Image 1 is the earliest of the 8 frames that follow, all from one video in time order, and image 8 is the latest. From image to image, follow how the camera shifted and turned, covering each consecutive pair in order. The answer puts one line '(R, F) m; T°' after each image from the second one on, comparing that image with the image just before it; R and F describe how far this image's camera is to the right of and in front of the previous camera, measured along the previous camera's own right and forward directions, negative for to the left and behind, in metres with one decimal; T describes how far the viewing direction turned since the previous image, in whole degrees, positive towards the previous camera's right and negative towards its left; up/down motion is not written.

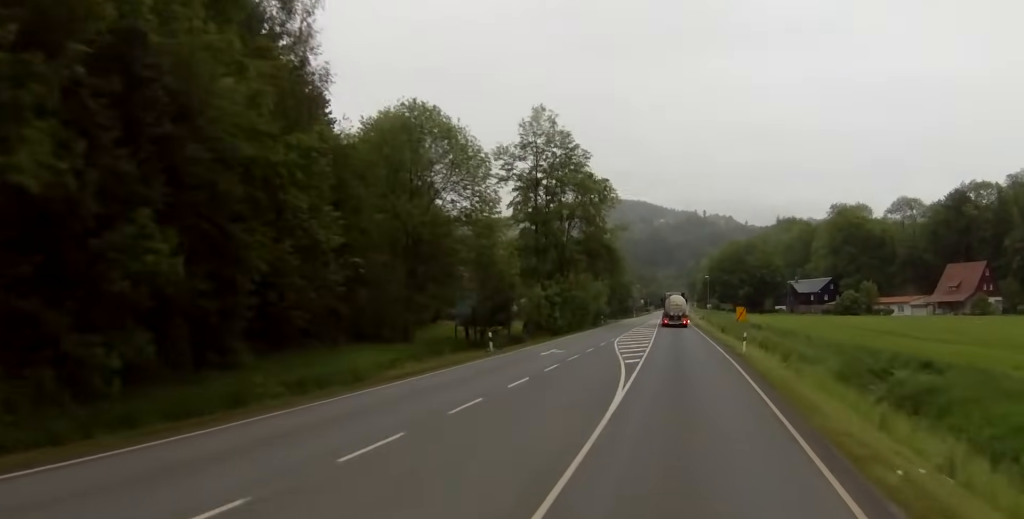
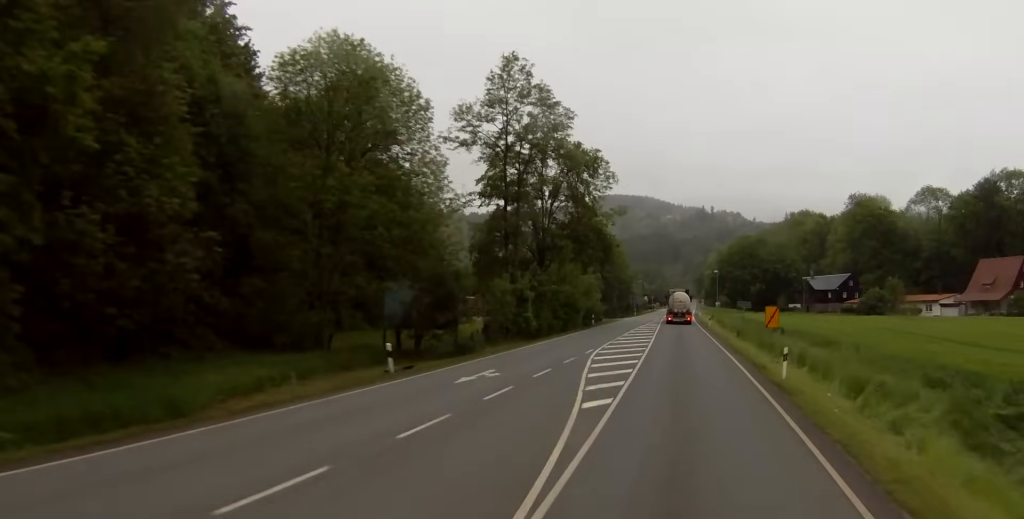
(0.0, +16.3) m; 0°
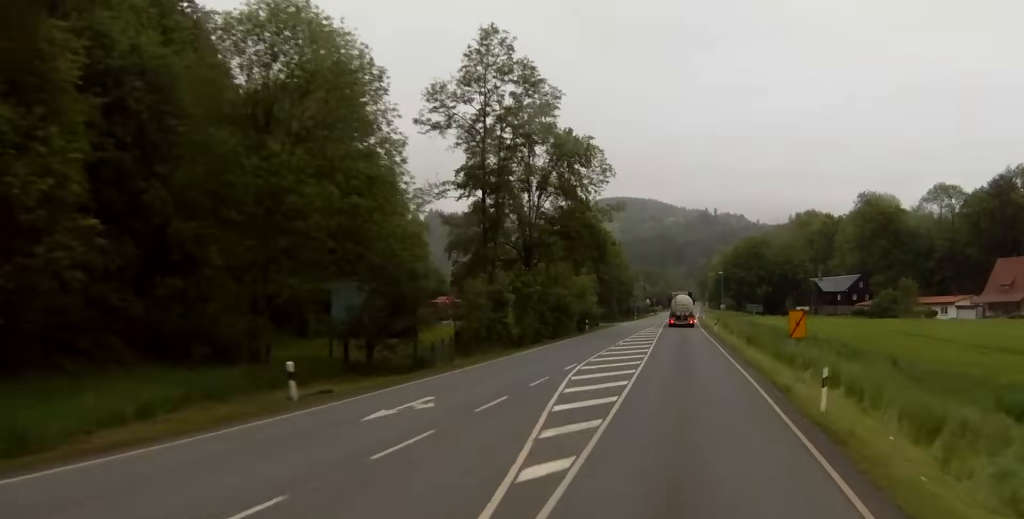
(0.0, +8.1) m; 0°
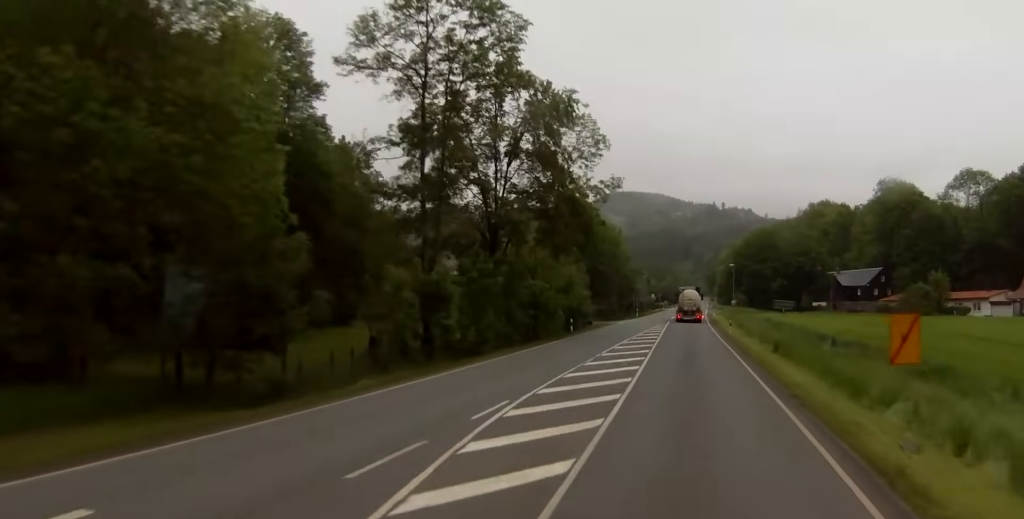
(0.0, +16.6) m; 0°
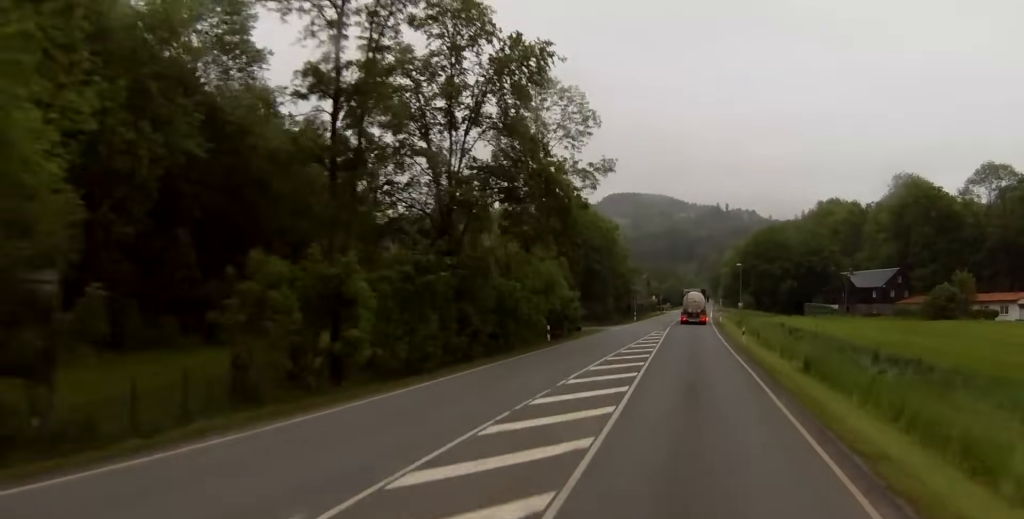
(0.0, +12.8) m; -1°
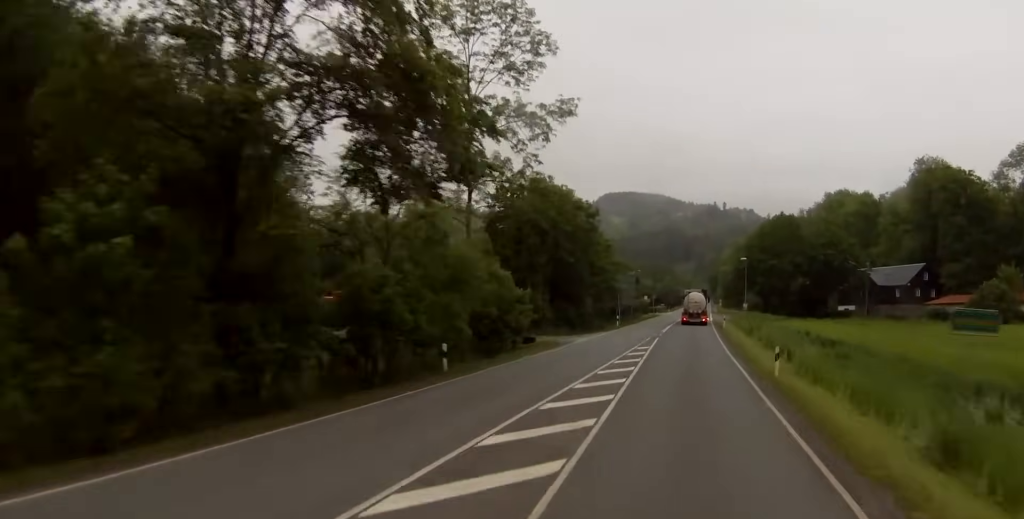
(-0.4, +22.5) m; -1°
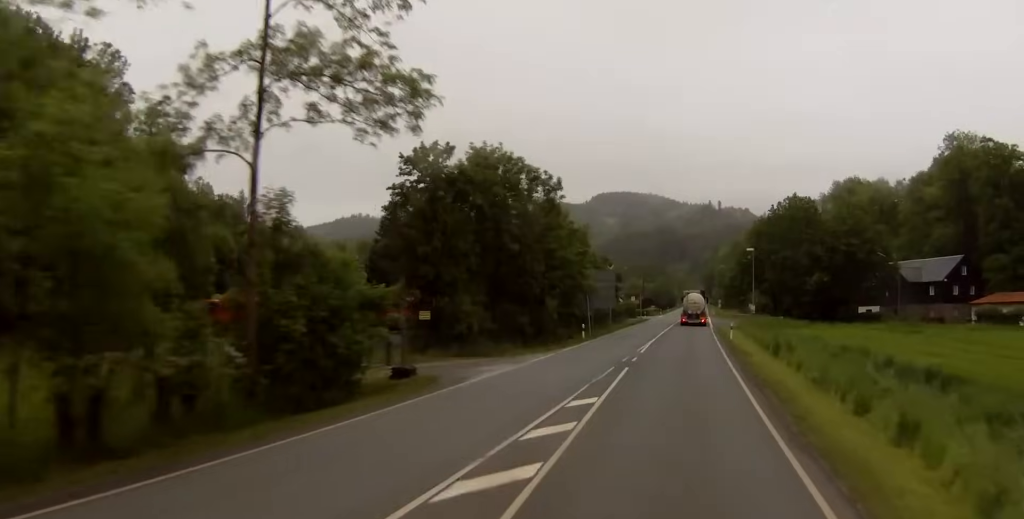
(+0.3, +23.4) m; 0°
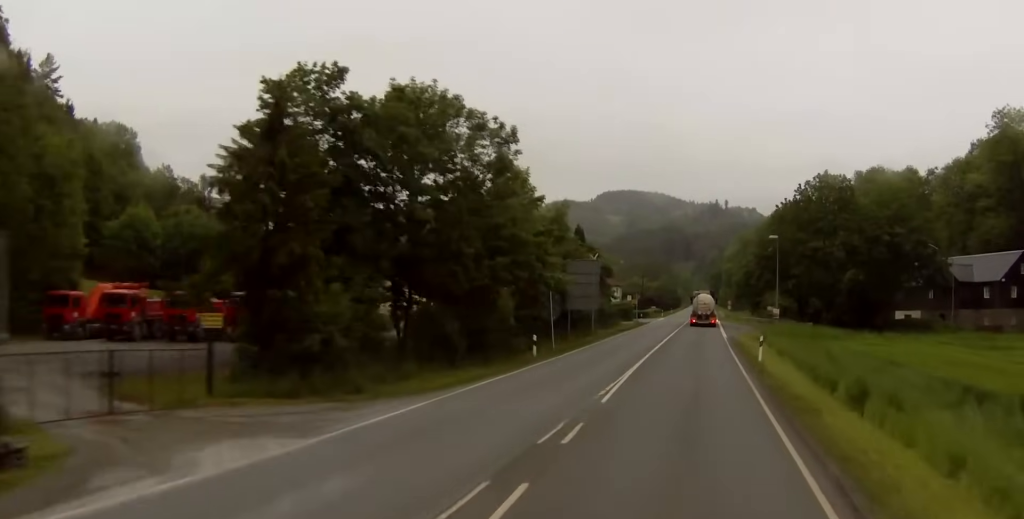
(-0.4, +20.2) m; 0°
